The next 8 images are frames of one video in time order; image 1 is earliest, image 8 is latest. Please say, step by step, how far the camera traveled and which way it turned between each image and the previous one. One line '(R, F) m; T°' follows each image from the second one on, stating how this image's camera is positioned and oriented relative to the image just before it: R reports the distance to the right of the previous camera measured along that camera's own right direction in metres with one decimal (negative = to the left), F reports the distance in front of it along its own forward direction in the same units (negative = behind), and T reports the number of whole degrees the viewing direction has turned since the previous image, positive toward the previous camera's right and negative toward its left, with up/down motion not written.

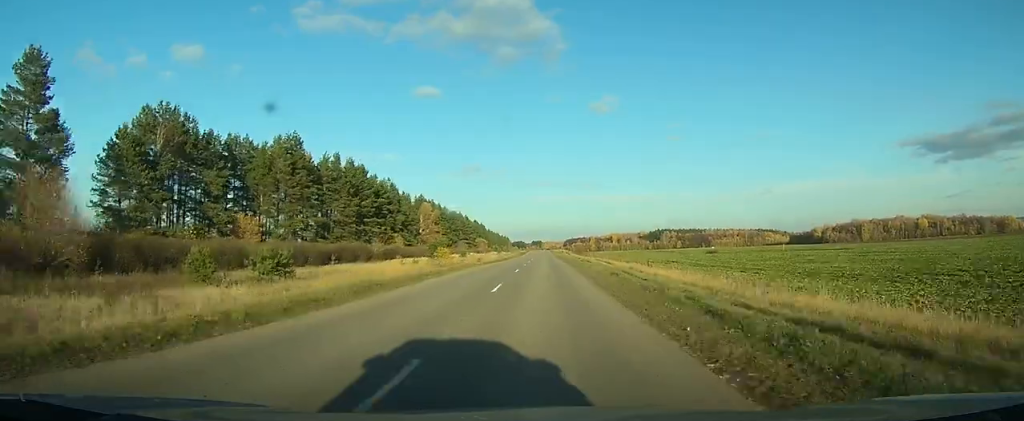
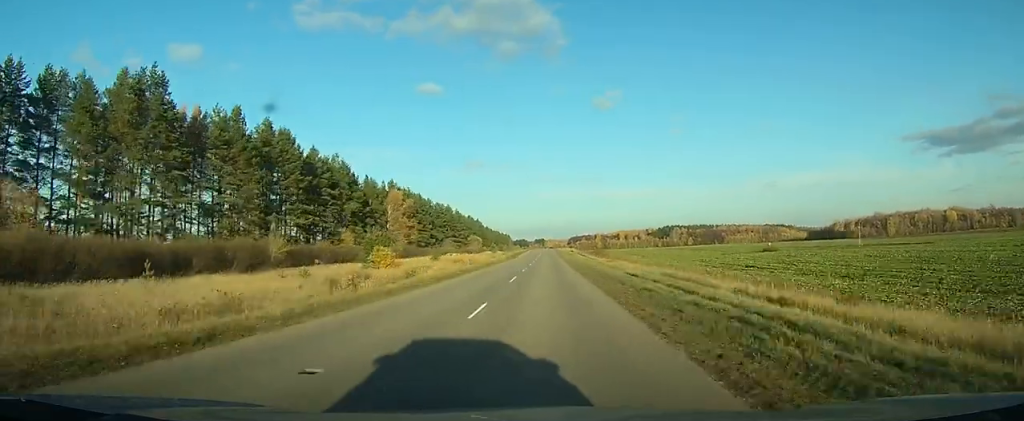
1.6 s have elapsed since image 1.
(-0.1, +39.5) m; 0°
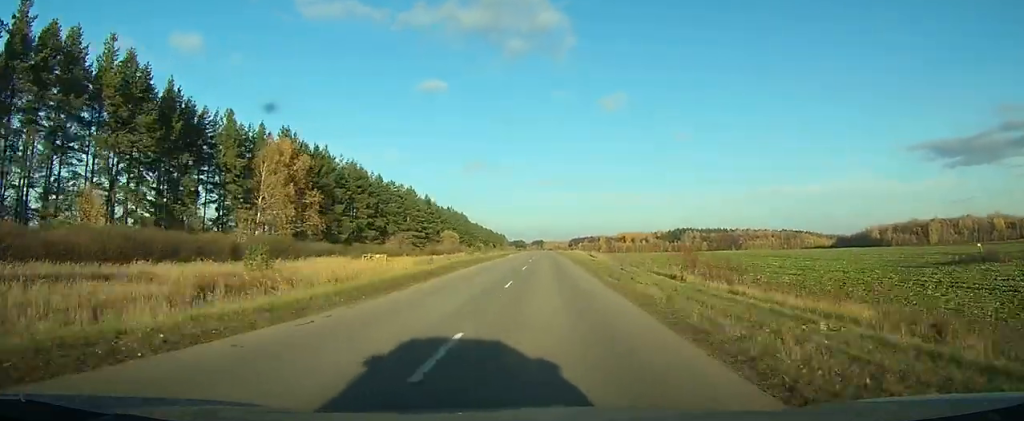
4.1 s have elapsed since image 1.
(0.0, +67.9) m; 0°
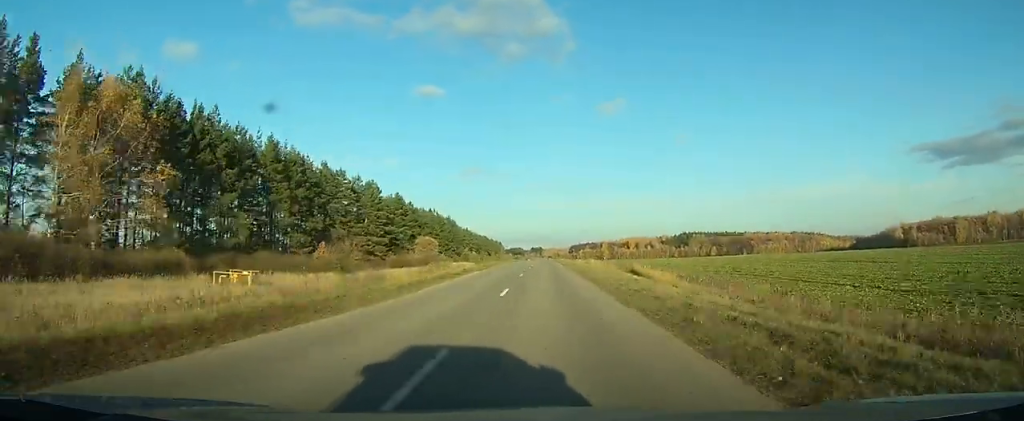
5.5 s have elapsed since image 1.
(+0.1, +37.5) m; 0°
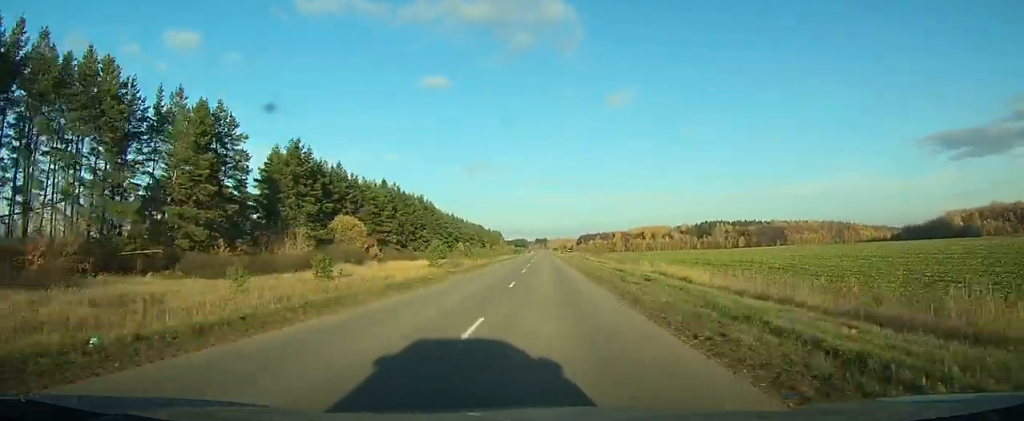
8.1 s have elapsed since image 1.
(-0.1, +66.9) m; 0°
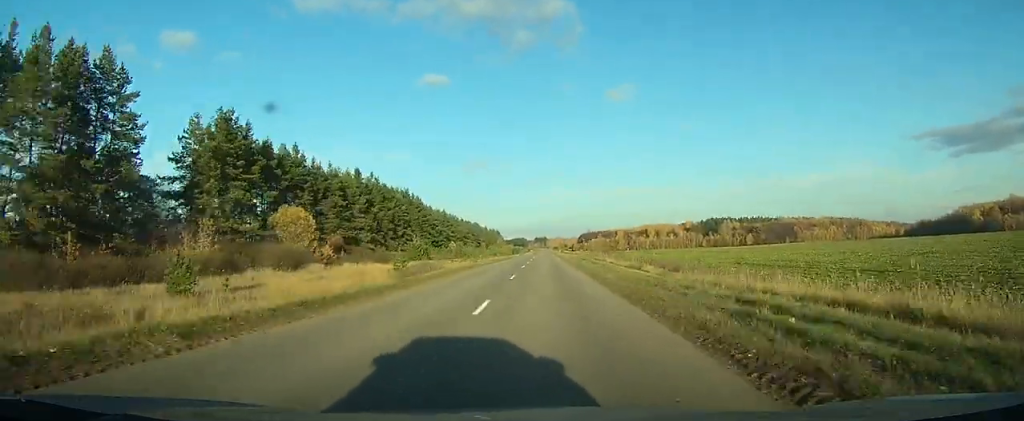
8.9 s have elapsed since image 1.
(0.0, +20.1) m; 0°
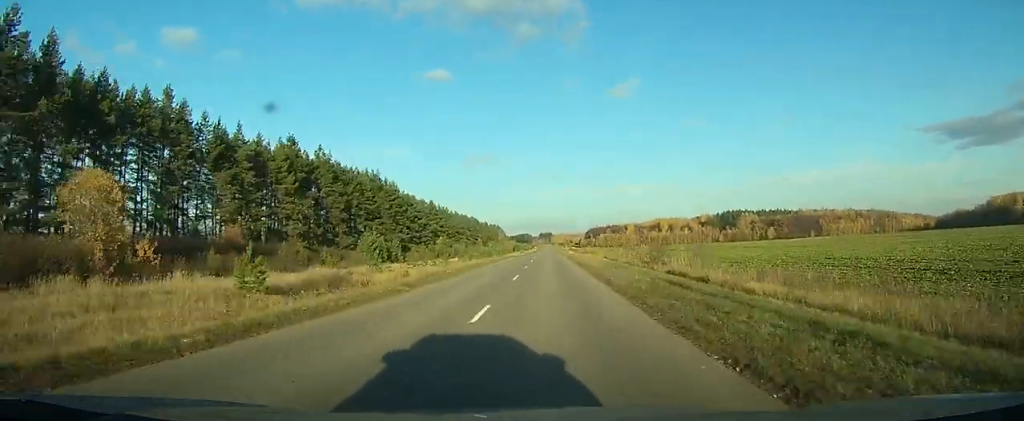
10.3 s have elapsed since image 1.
(0.0, +34.8) m; 0°
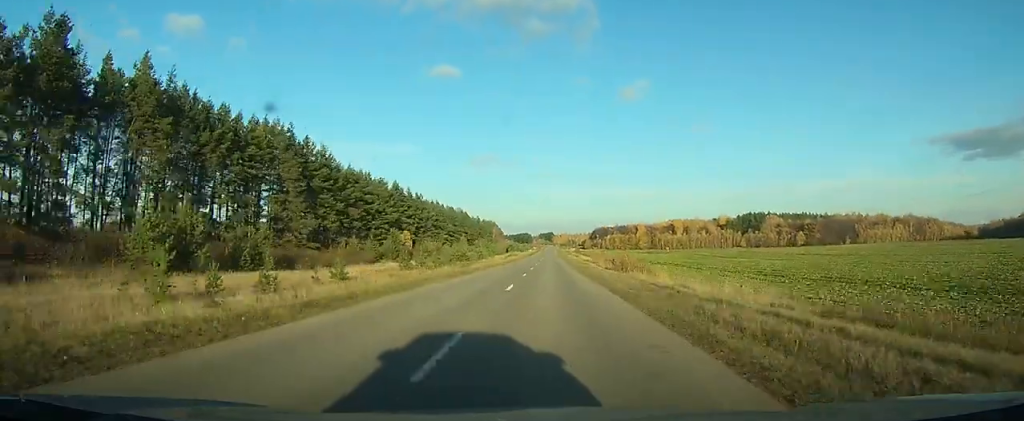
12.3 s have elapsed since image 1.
(0.0, +51.9) m; 0°
